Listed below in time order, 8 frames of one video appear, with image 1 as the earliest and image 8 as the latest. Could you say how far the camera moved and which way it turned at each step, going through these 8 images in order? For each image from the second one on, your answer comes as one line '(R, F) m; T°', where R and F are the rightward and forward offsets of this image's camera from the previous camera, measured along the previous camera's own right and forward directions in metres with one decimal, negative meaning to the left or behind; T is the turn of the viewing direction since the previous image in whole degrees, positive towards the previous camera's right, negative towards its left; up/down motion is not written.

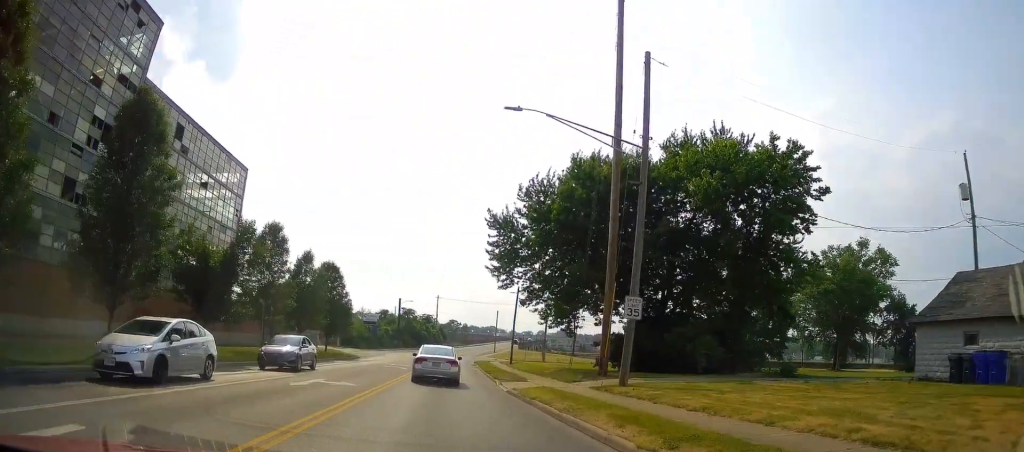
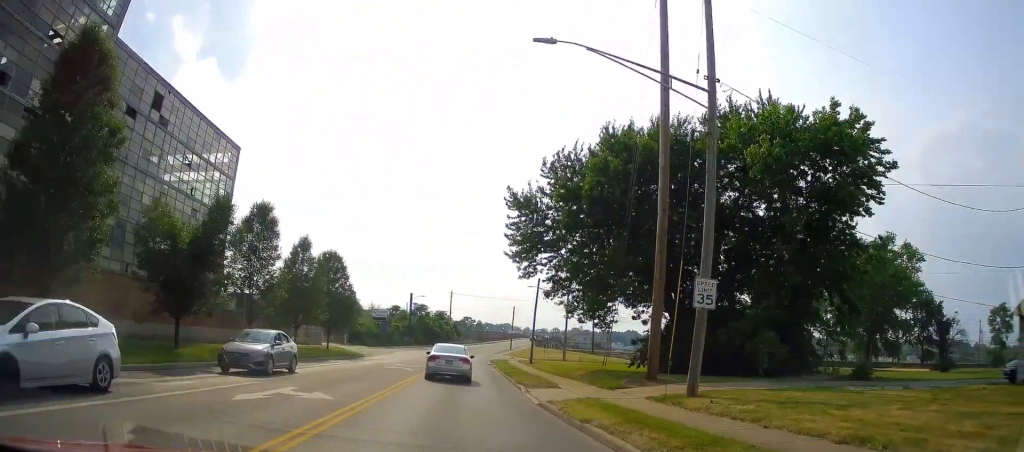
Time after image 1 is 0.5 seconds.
(0.0, +5.0) m; -1°
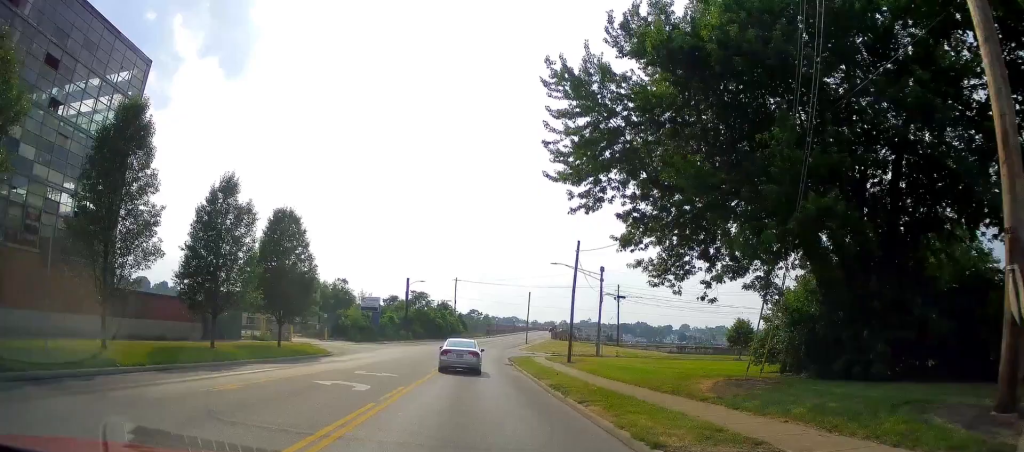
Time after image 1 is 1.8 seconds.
(-0.4, +15.6) m; -2°
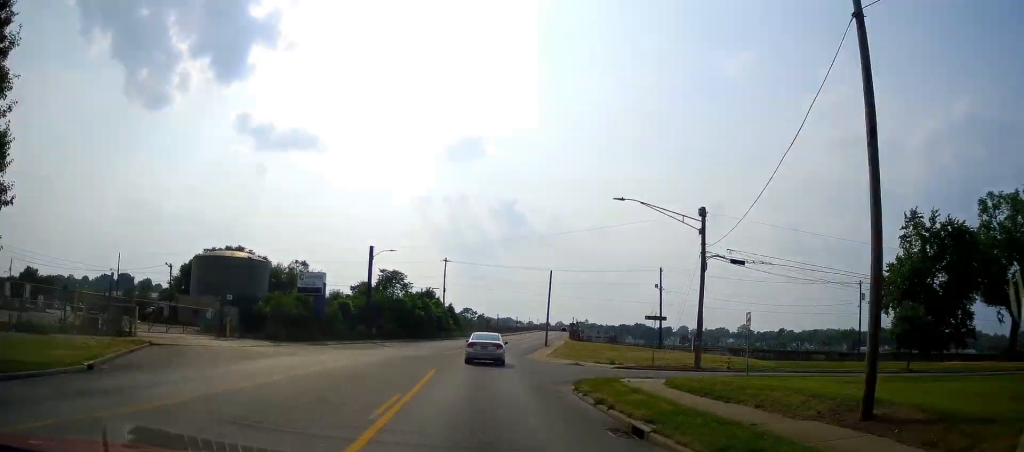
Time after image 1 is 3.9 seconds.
(-0.2, +27.8) m; -1°
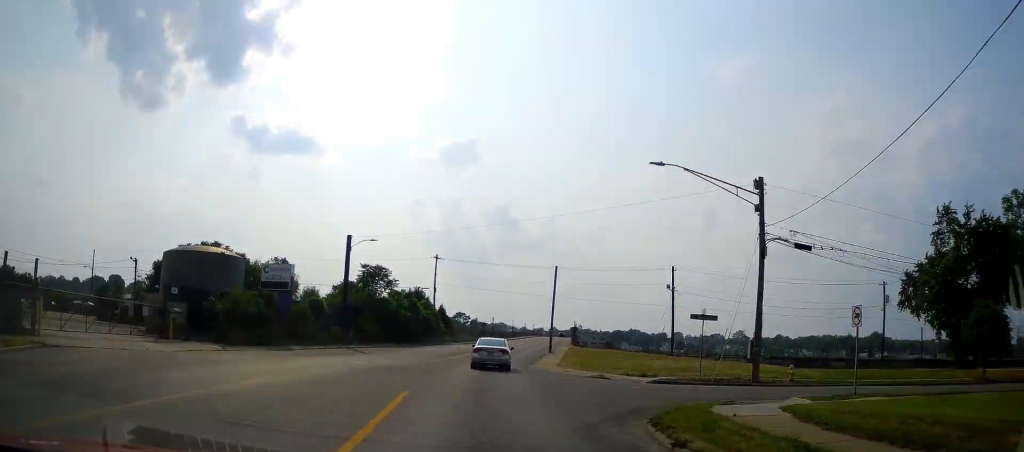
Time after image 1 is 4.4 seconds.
(0.0, +7.9) m; 0°
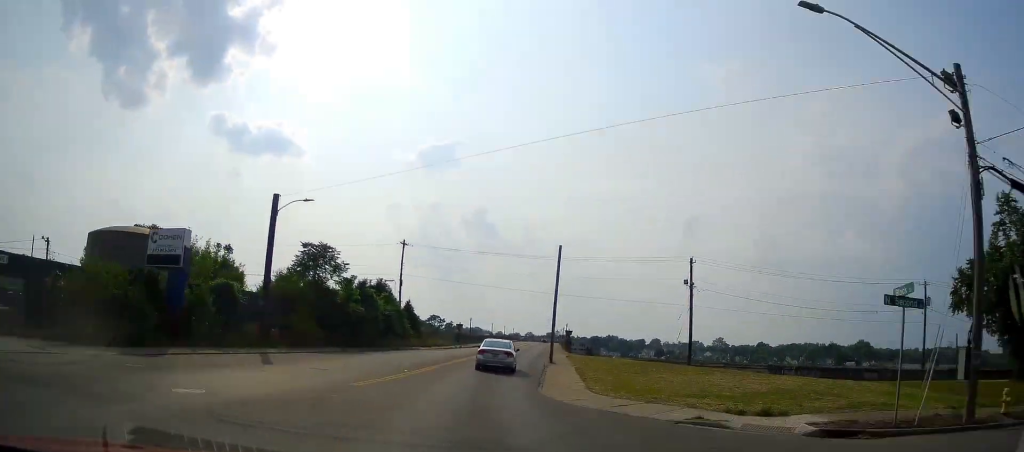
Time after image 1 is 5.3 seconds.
(-0.1, +14.5) m; +2°
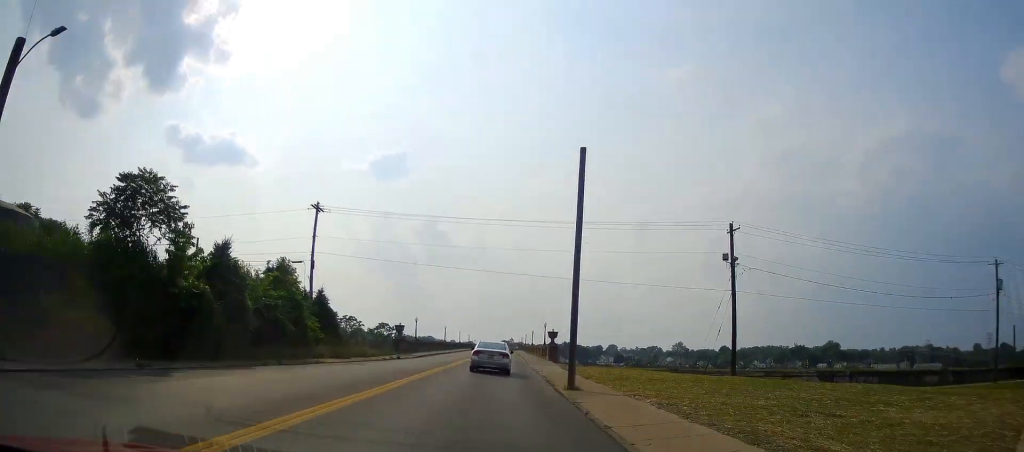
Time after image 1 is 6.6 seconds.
(+0.5, +20.8) m; +3°
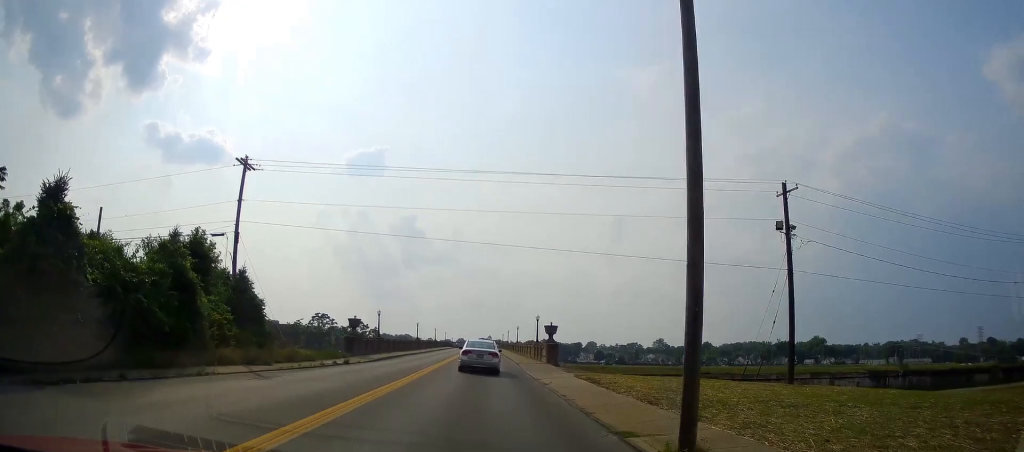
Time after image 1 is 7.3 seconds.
(-0.2, +11.5) m; +2°
